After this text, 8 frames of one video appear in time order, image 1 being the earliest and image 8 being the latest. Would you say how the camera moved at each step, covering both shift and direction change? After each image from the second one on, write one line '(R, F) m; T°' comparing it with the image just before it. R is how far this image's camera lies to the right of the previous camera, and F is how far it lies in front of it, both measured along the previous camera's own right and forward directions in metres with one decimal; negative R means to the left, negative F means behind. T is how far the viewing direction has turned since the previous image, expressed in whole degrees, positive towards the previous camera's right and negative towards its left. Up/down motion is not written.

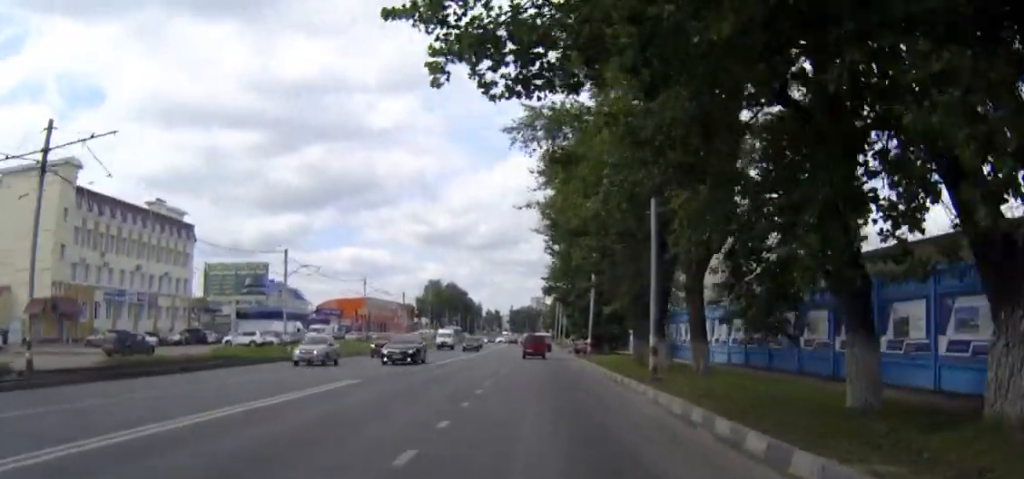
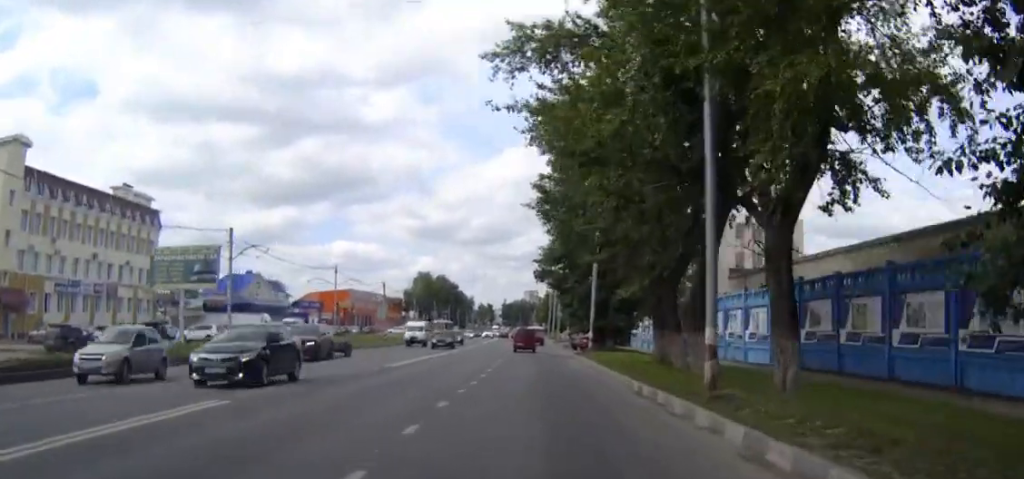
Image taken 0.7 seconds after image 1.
(+0.1, +9.8) m; 0°
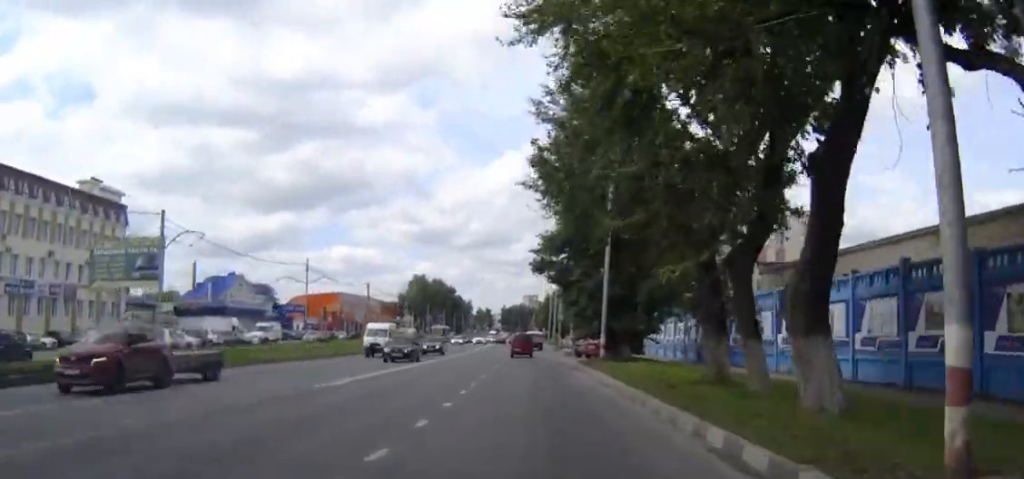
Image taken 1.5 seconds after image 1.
(0.0, +9.8) m; 0°
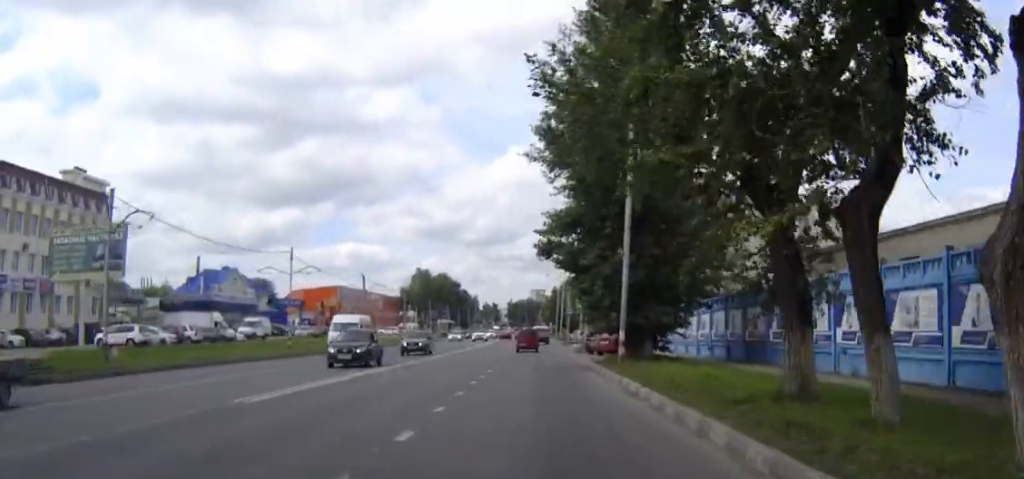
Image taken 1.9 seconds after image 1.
(0.0, +6.2) m; 0°
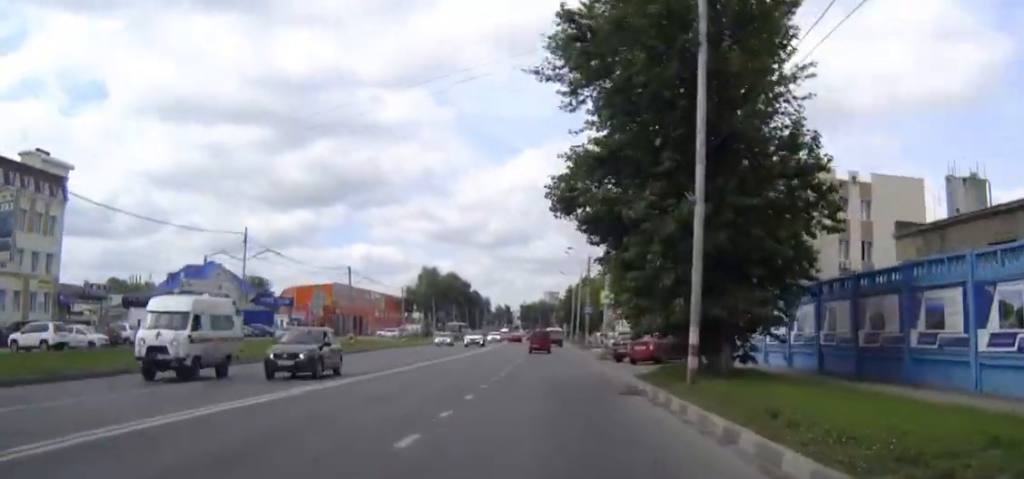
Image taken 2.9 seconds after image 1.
(-0.1, +12.9) m; 0°
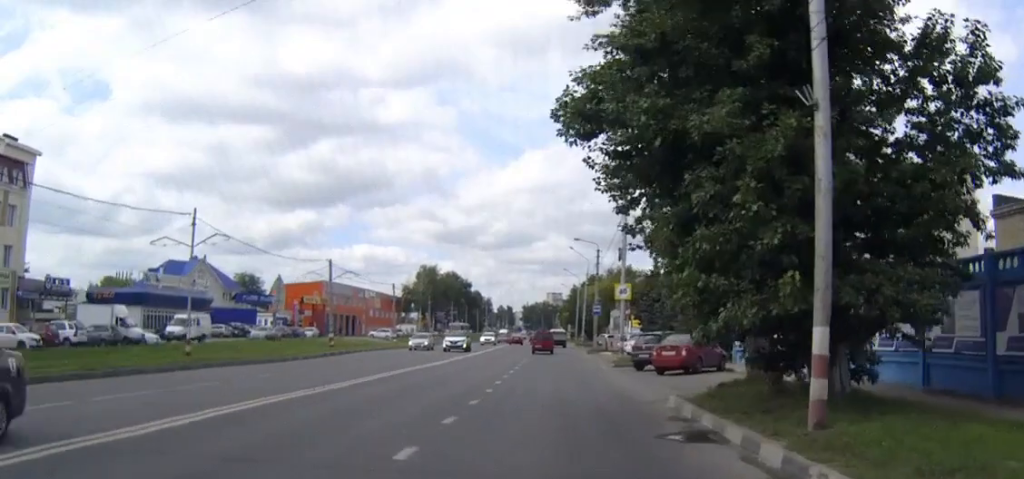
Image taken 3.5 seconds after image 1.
(0.0, +8.5) m; 0°
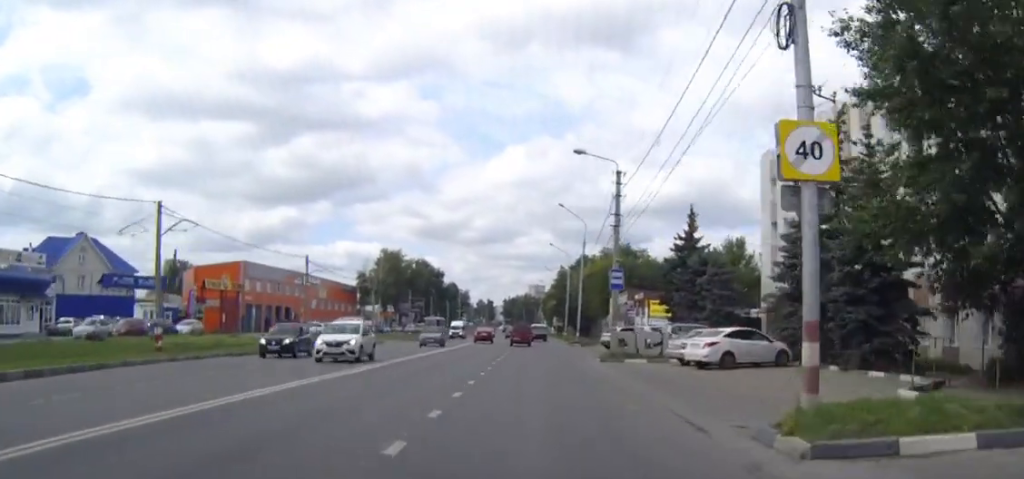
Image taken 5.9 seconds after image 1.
(+0.3, +31.7) m; +2°
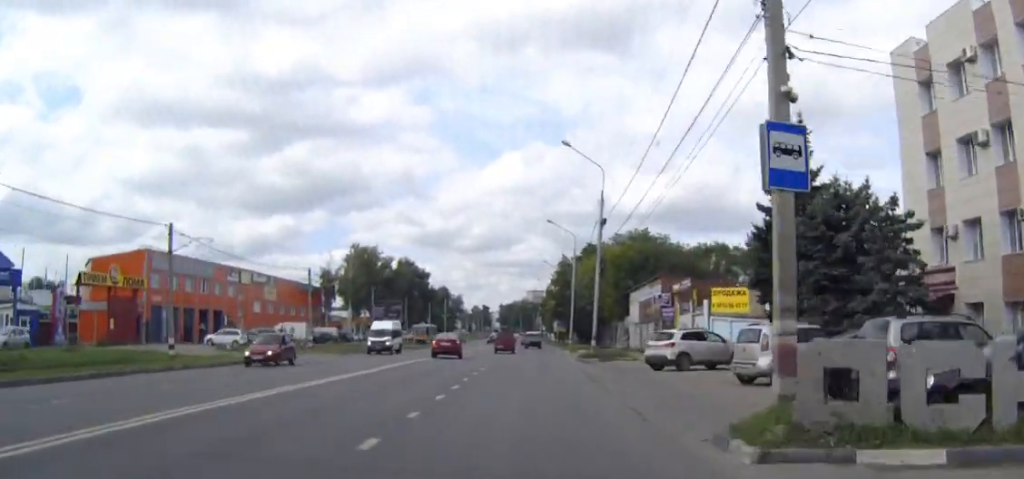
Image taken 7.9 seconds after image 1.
(-0.2, +27.0) m; -2°
